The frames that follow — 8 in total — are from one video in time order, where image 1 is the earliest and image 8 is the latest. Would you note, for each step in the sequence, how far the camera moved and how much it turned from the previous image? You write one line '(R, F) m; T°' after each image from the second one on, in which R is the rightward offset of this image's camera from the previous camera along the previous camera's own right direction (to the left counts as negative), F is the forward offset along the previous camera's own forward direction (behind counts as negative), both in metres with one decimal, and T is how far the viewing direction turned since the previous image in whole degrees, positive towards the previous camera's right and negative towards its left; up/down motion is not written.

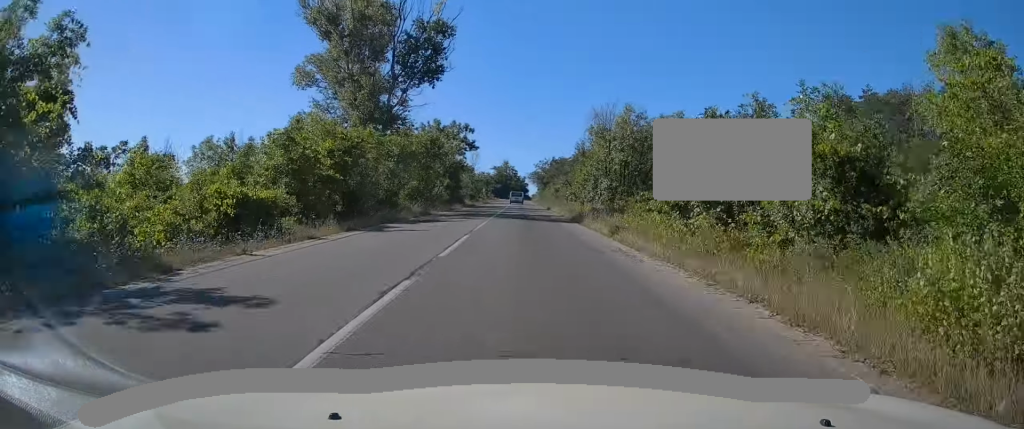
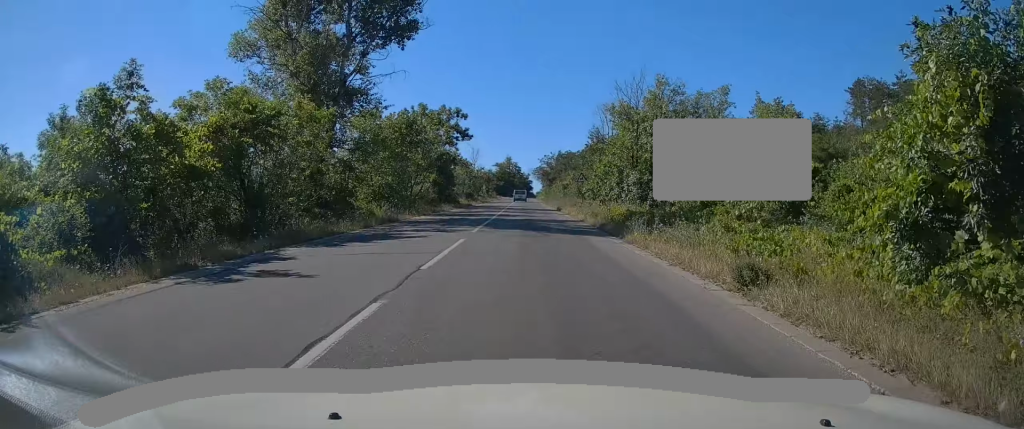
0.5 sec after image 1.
(0.0, +10.9) m; 0°
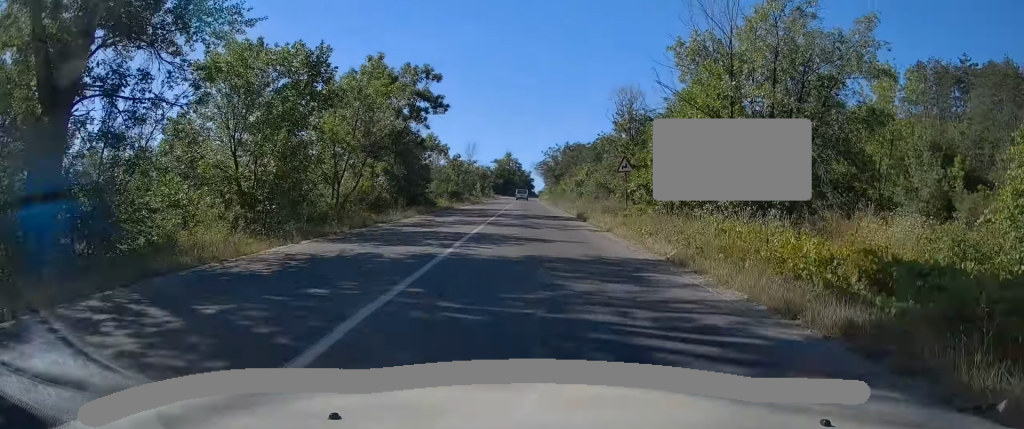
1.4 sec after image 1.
(0.0, +17.6) m; -1°
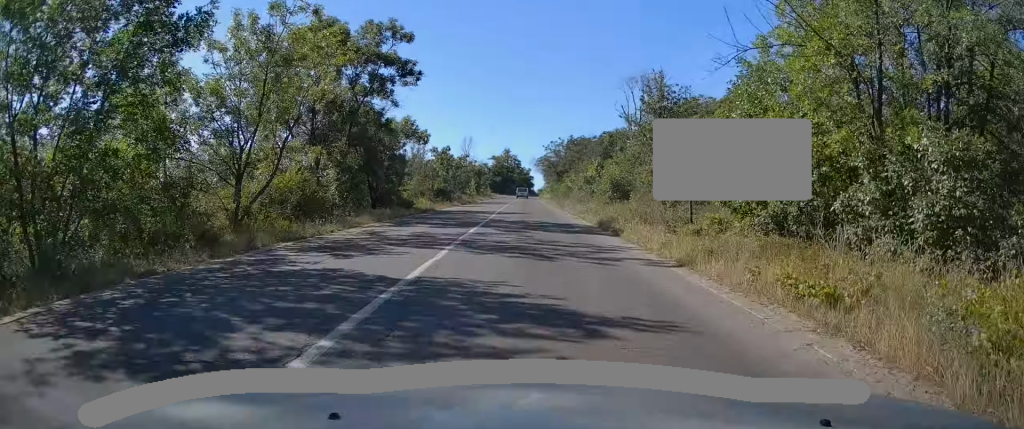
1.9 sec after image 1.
(-0.1, +9.4) m; 0°
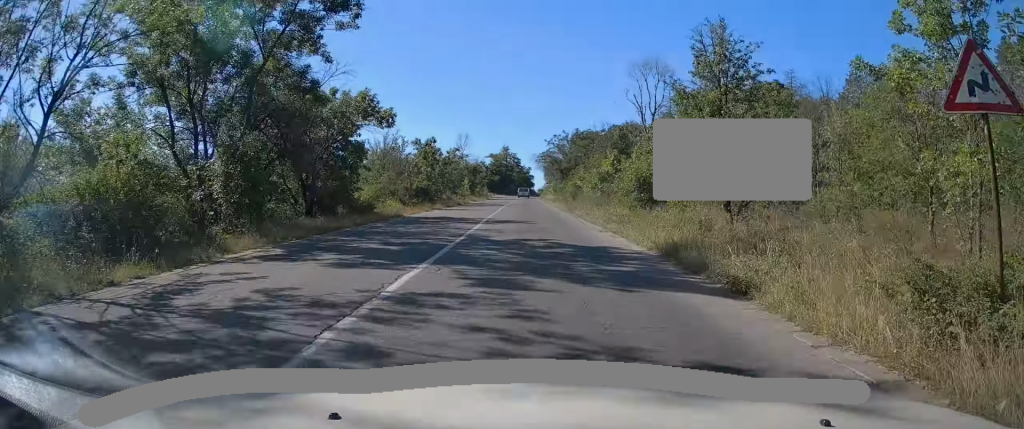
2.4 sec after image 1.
(-0.2, +10.1) m; 0°
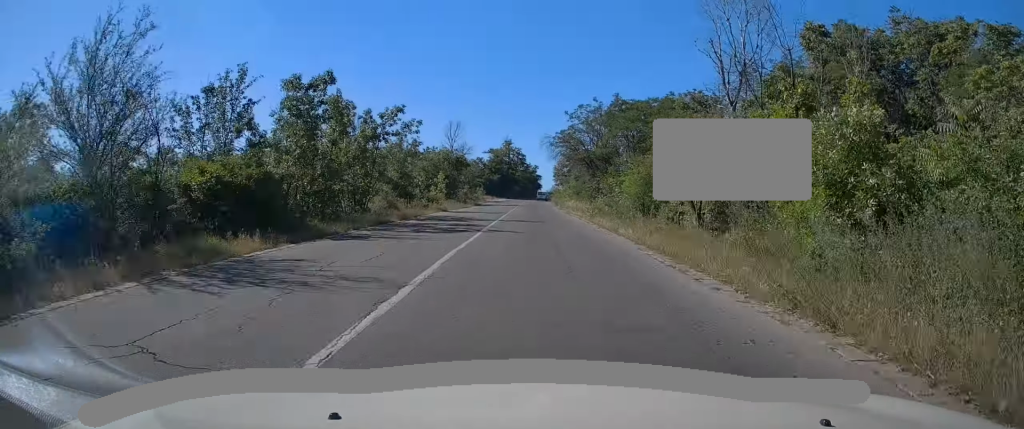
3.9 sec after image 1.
(+0.2, +30.3) m; 0°
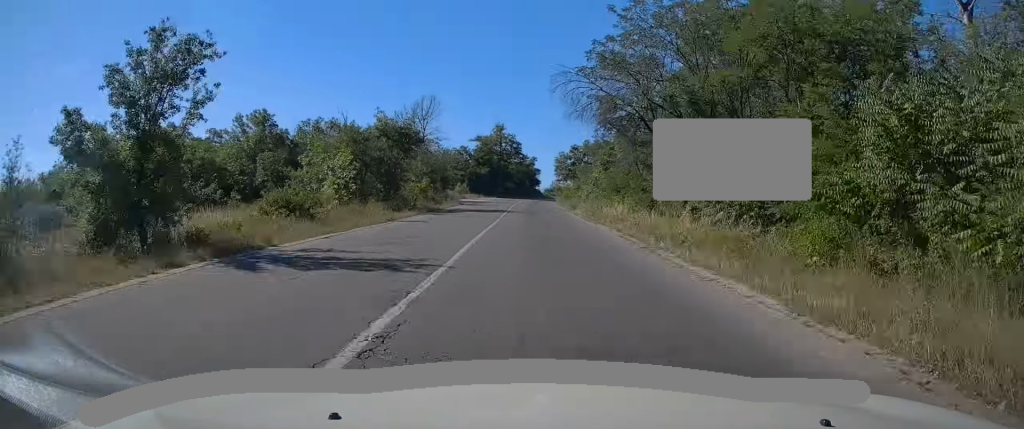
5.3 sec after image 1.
(-0.1, +28.3) m; 0°
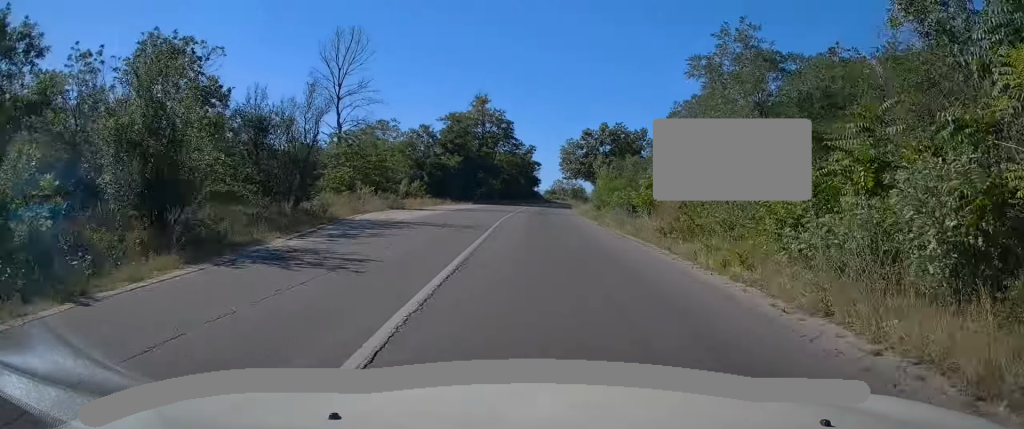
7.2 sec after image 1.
(0.0, +38.6) m; 0°
